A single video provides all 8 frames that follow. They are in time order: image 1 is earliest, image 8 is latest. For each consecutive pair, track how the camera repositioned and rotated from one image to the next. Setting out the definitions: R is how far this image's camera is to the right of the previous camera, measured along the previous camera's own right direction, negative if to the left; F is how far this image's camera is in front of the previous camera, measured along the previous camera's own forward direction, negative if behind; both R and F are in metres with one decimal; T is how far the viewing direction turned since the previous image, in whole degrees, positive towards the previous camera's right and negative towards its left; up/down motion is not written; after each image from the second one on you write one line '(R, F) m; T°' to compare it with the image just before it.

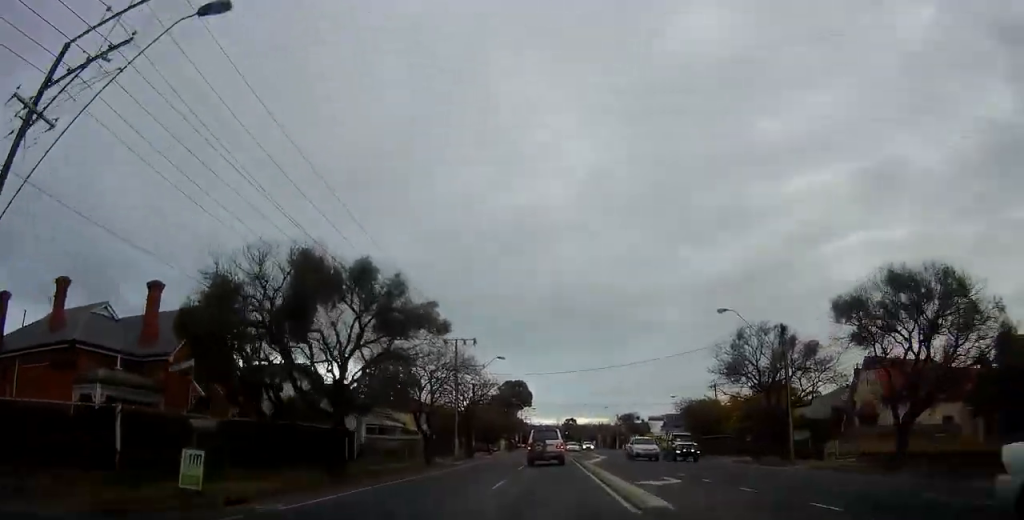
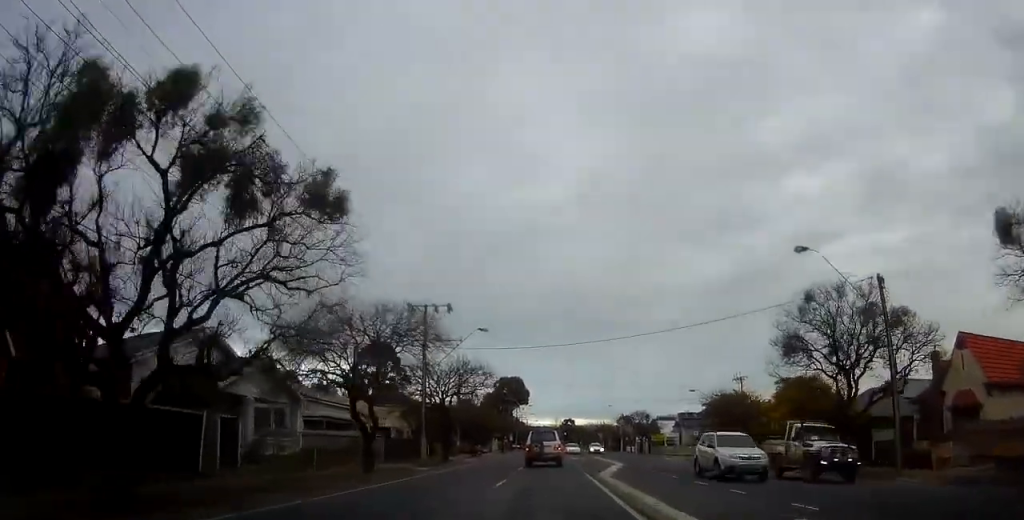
(+0.4, +11.3) m; -1°
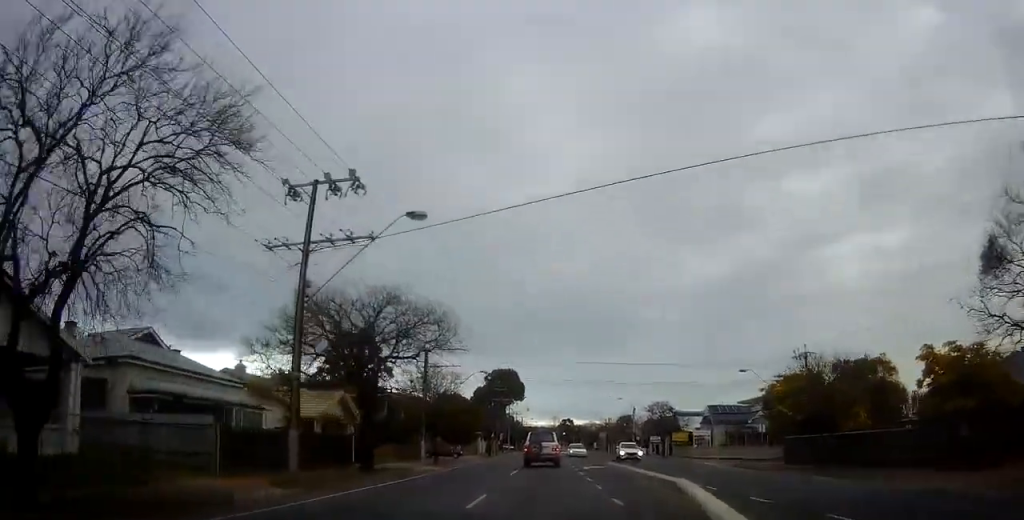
(-0.8, +17.6) m; 0°
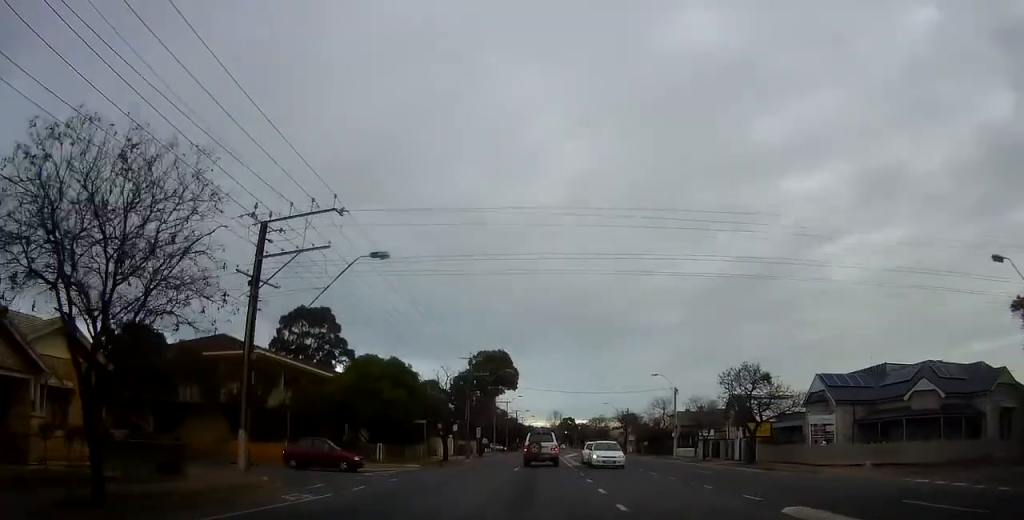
(+0.2, +29.9) m; -1°
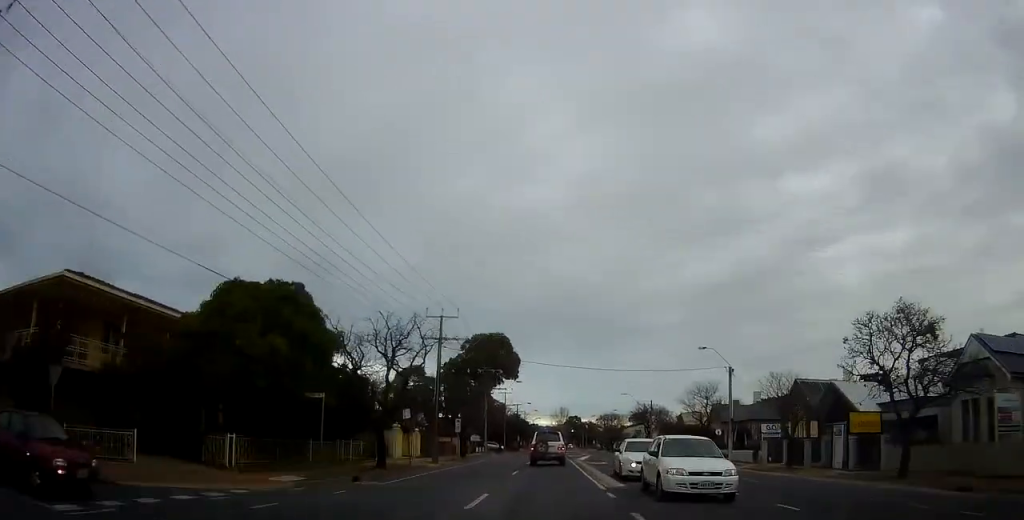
(+0.1, +17.3) m; +2°
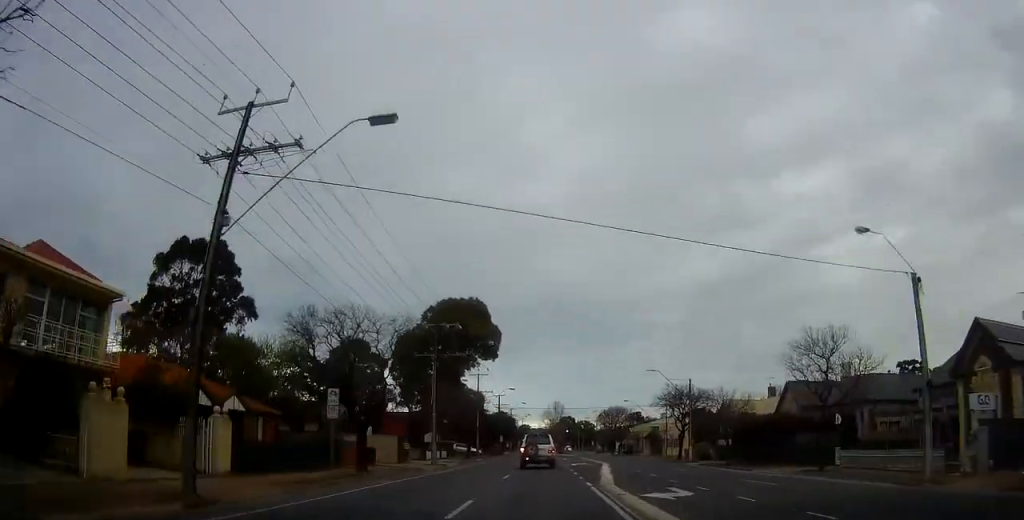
(+0.1, +25.7) m; -1°
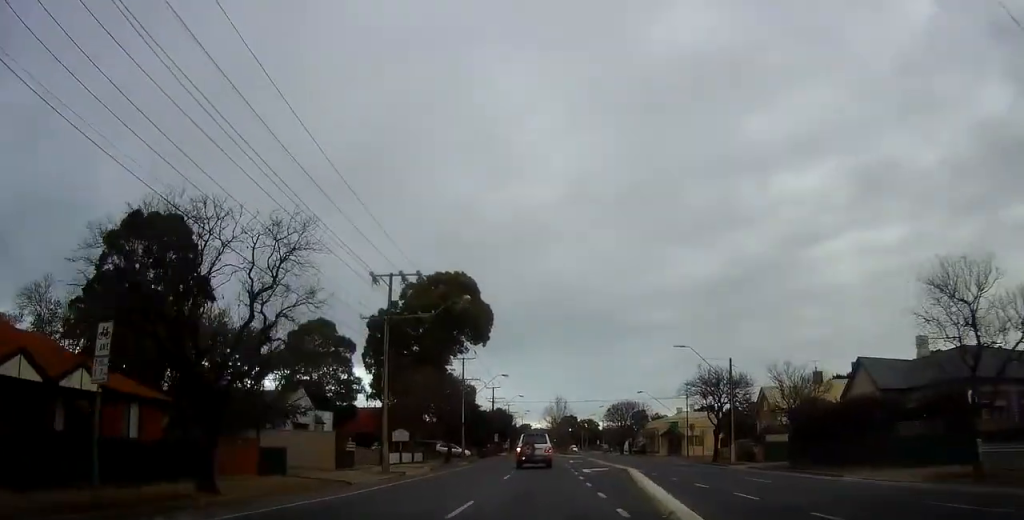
(-0.4, +12.1) m; 0°
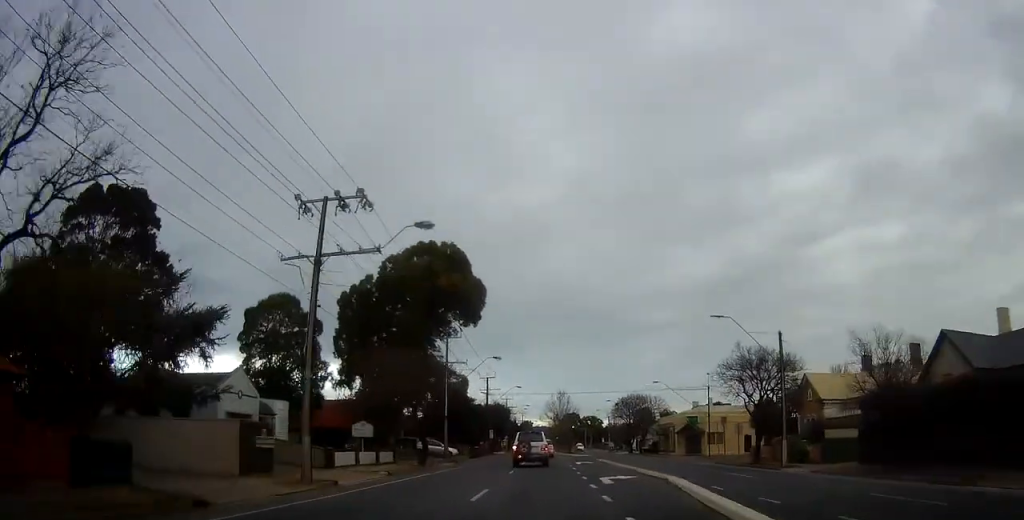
(+0.5, +9.3) m; +1°
